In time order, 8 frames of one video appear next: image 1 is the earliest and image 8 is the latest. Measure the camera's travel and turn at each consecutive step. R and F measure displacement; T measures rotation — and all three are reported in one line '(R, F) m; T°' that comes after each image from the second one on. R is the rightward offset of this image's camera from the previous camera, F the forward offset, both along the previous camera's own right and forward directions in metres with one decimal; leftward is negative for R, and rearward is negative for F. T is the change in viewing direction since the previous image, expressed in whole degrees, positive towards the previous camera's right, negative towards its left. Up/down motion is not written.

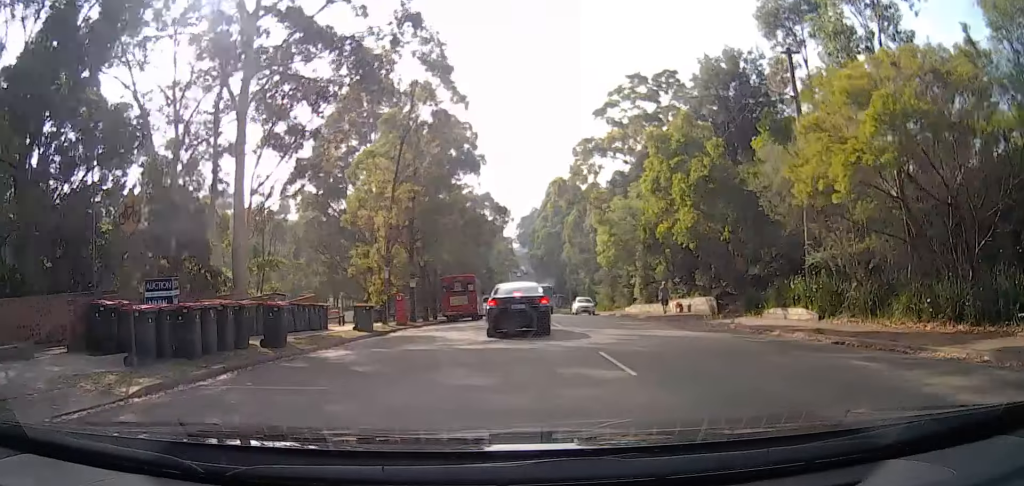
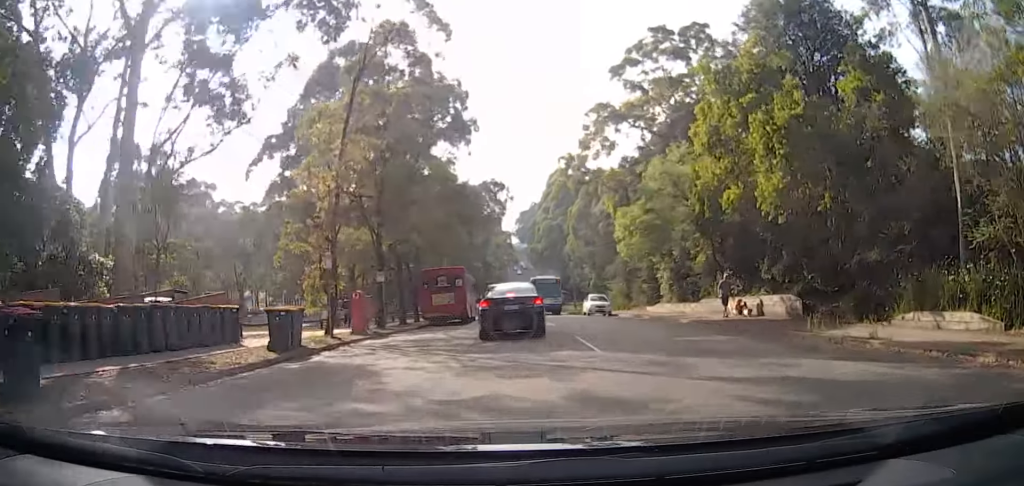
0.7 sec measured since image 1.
(0.0, +8.7) m; 0°
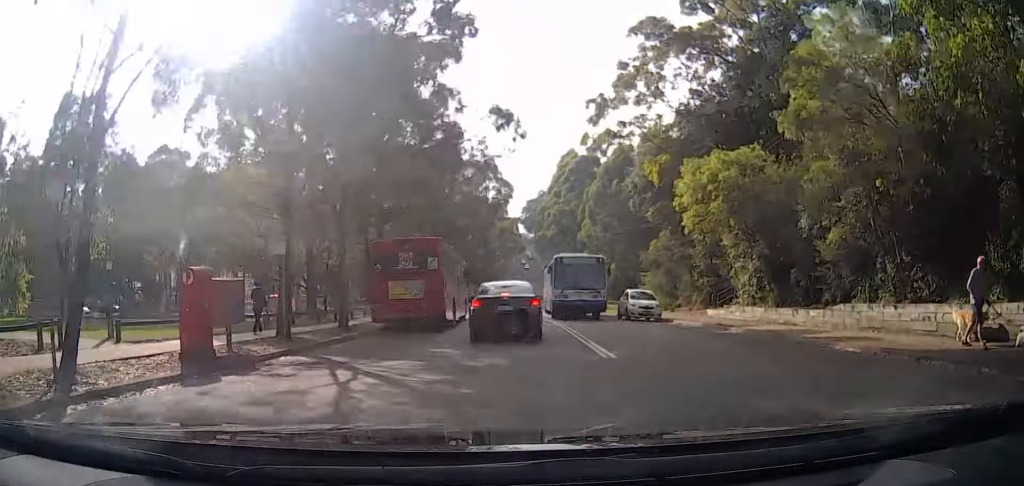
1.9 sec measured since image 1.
(0.0, +12.8) m; 0°
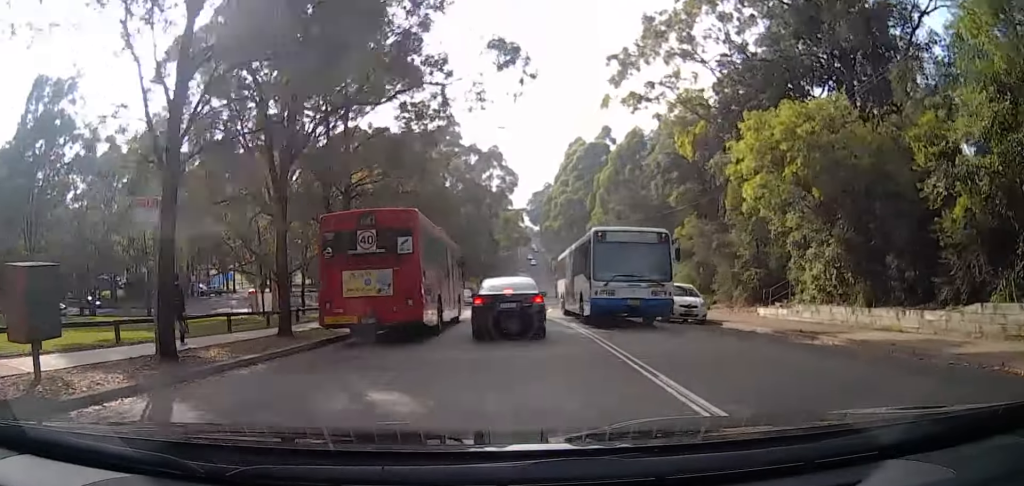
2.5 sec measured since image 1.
(0.0, +6.8) m; 0°
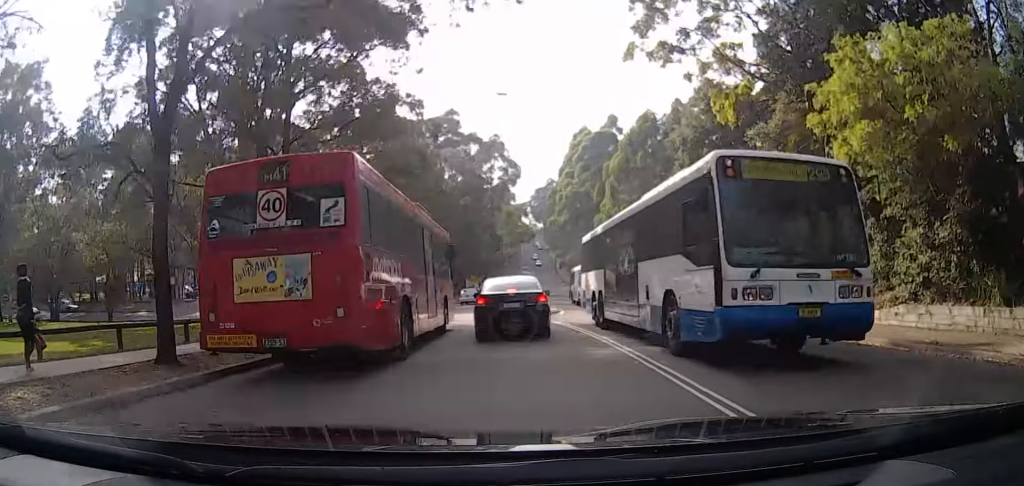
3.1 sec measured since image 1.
(0.0, +6.1) m; 0°
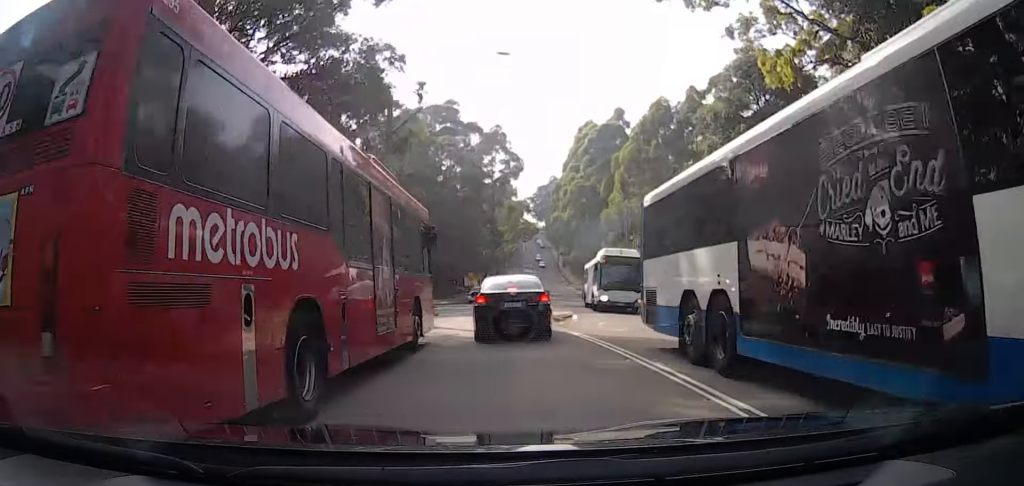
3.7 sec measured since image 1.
(0.0, +5.5) m; 0°
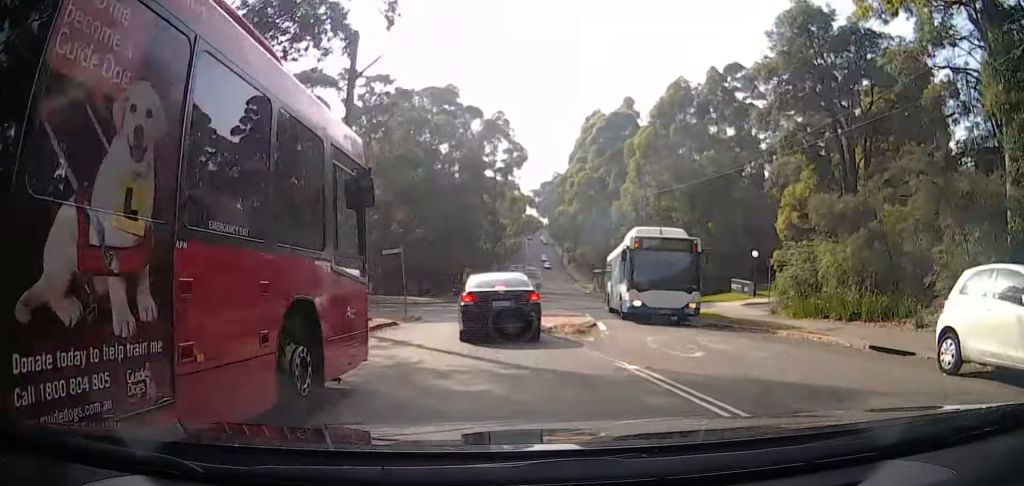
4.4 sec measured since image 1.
(0.0, +7.2) m; 0°
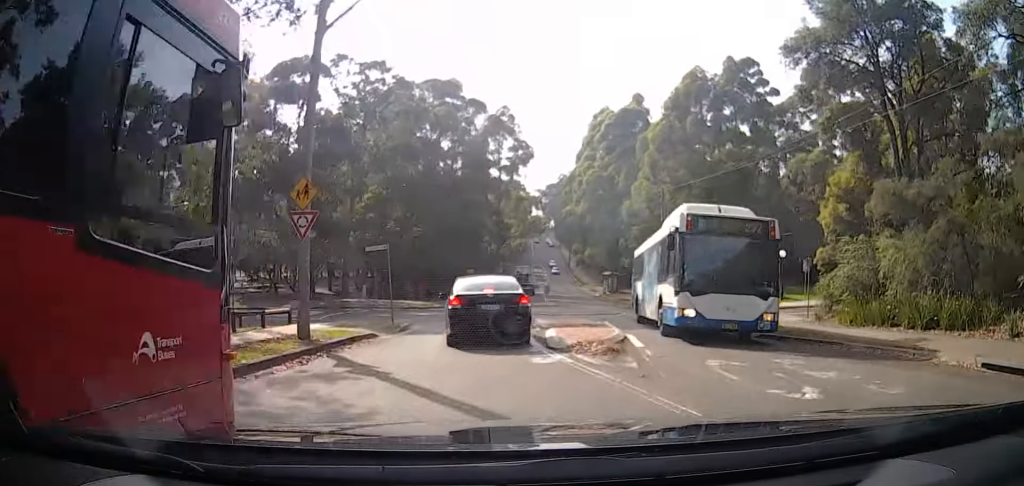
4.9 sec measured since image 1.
(0.0, +4.0) m; 0°
